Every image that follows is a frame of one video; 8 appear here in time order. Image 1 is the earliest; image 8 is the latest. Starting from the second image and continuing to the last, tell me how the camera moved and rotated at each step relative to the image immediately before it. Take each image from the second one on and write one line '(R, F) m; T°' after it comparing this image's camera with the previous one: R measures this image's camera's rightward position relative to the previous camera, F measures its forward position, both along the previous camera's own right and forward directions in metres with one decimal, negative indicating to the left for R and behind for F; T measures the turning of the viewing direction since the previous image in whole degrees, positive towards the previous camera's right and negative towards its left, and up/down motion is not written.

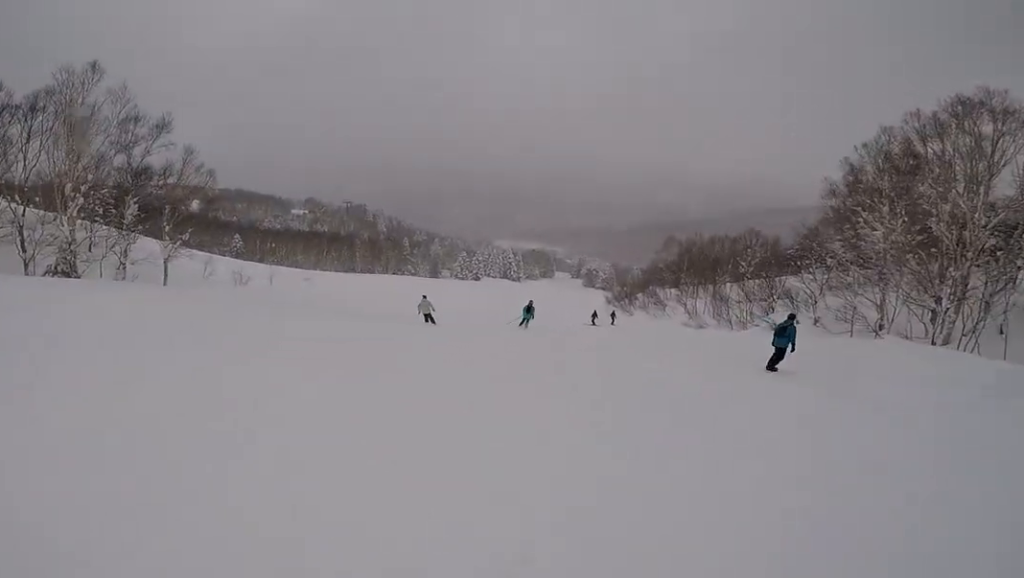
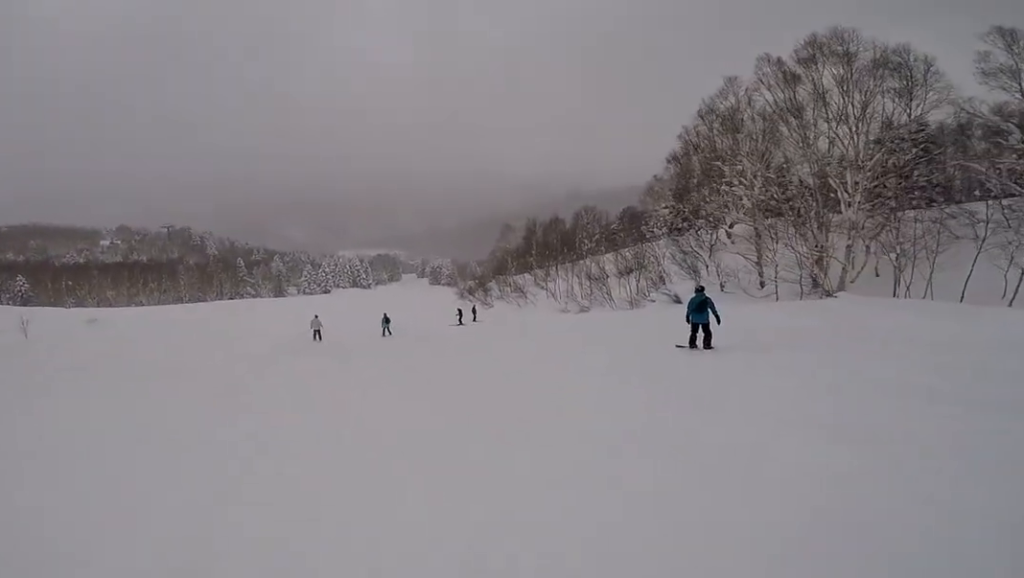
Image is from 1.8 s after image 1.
(+1.8, +9.7) m; +20°
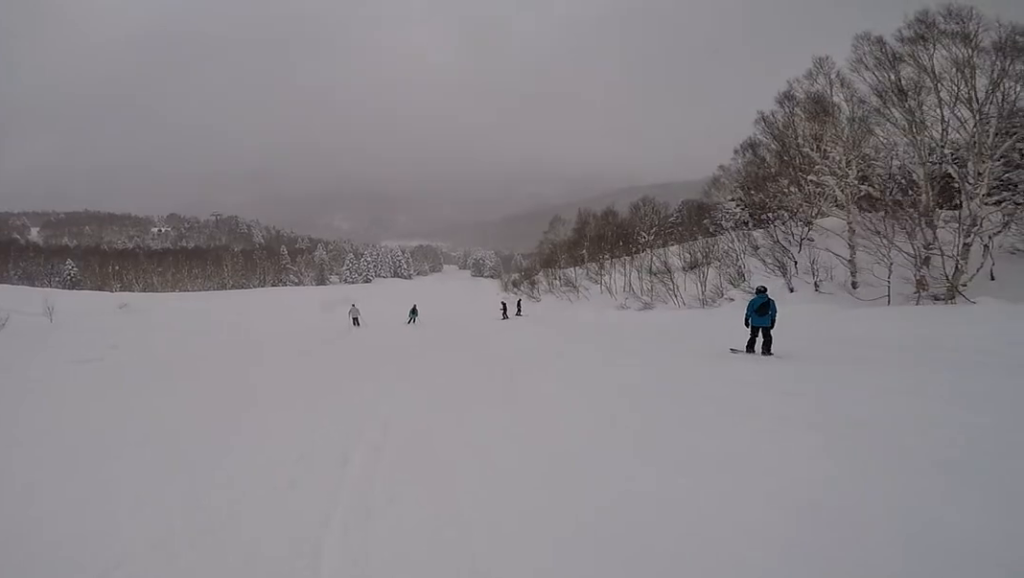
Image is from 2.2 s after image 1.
(+0.2, +2.7) m; +1°
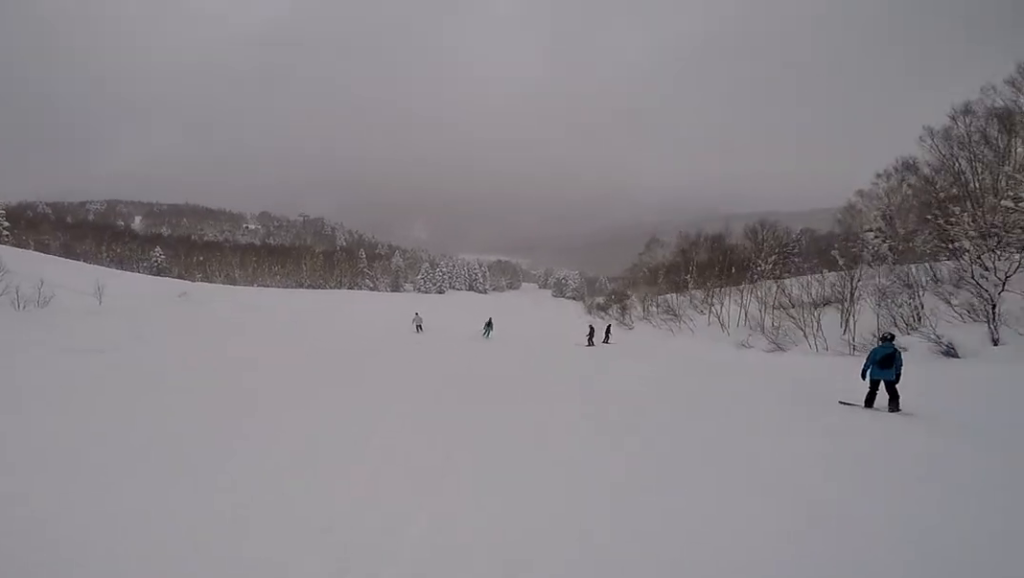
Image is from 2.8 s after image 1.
(-0.2, +4.1) m; -9°
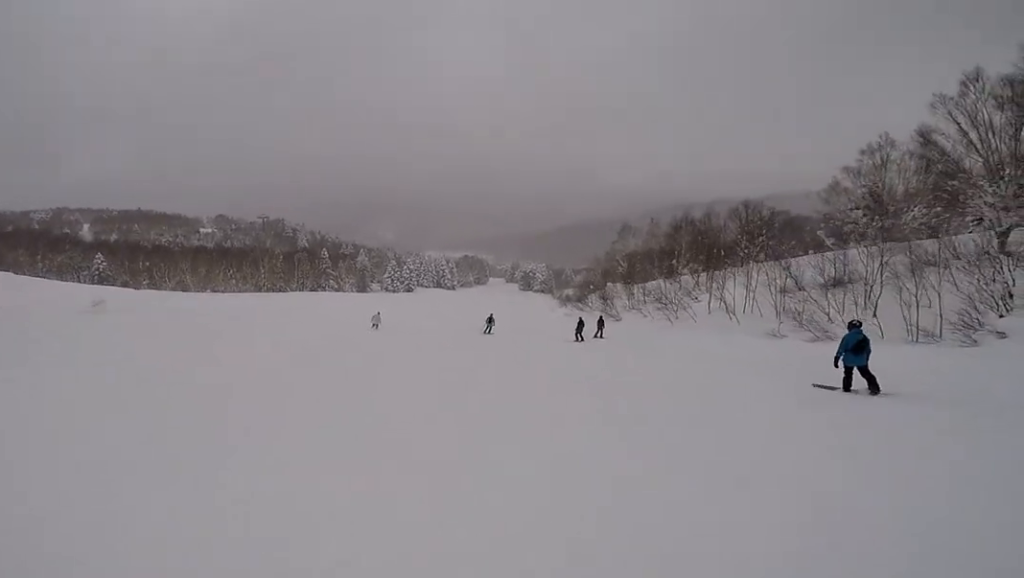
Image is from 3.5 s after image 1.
(-0.6, +5.2) m; -5°
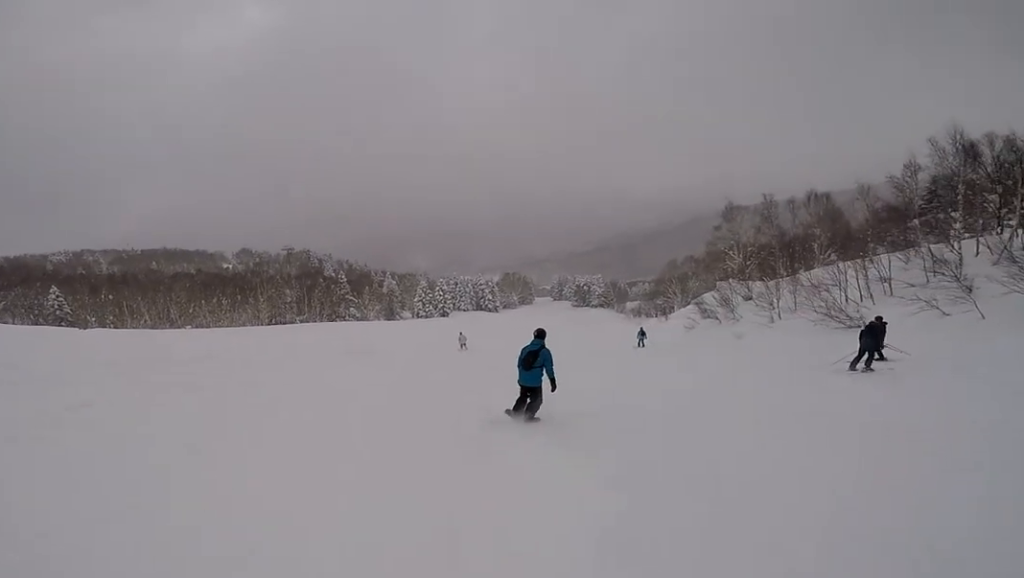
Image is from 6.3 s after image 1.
(+2.5, +21.8) m; +11°
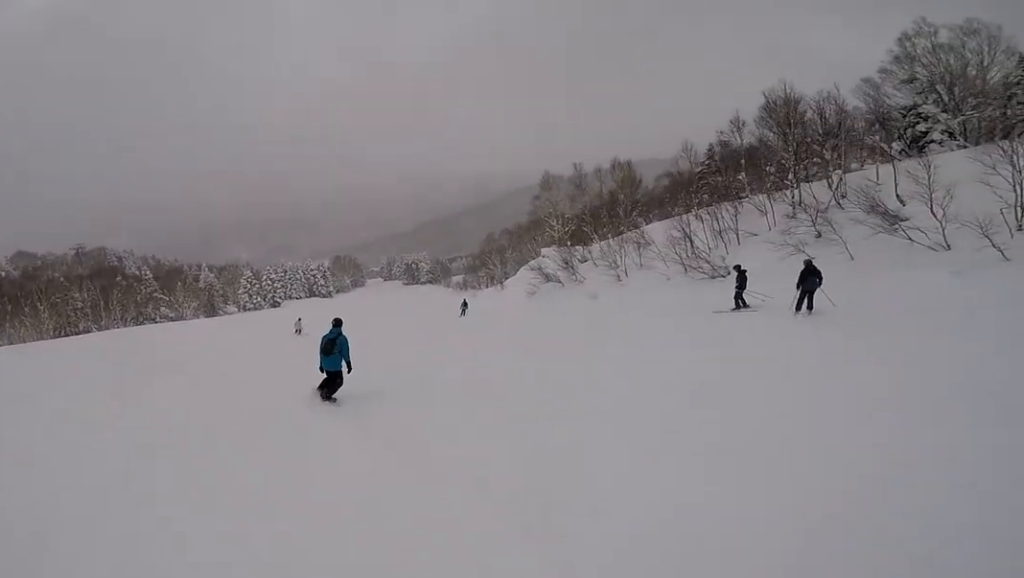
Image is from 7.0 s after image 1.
(0.0, +5.5) m; +1°
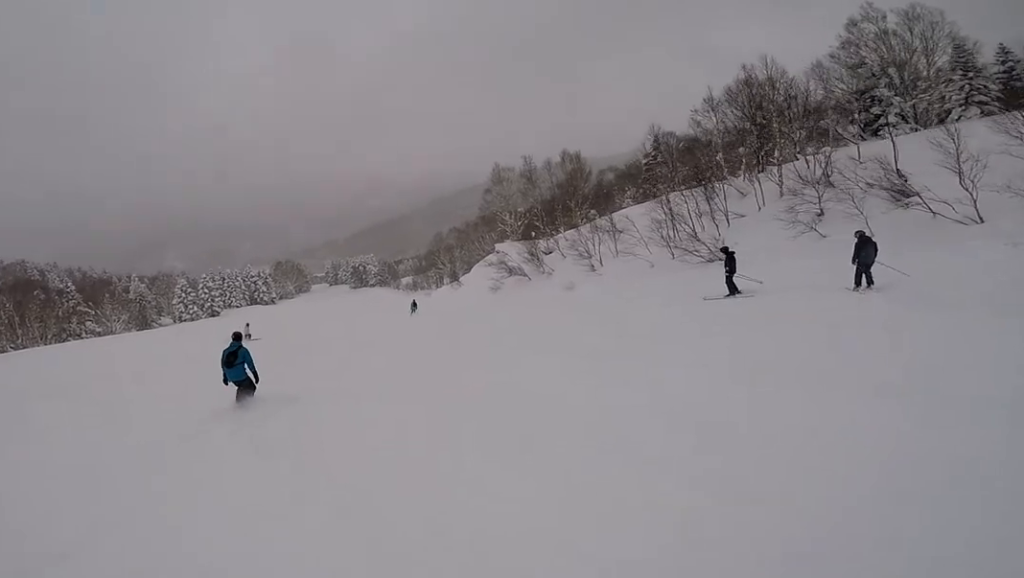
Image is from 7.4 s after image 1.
(0.0, +3.9) m; +3°
